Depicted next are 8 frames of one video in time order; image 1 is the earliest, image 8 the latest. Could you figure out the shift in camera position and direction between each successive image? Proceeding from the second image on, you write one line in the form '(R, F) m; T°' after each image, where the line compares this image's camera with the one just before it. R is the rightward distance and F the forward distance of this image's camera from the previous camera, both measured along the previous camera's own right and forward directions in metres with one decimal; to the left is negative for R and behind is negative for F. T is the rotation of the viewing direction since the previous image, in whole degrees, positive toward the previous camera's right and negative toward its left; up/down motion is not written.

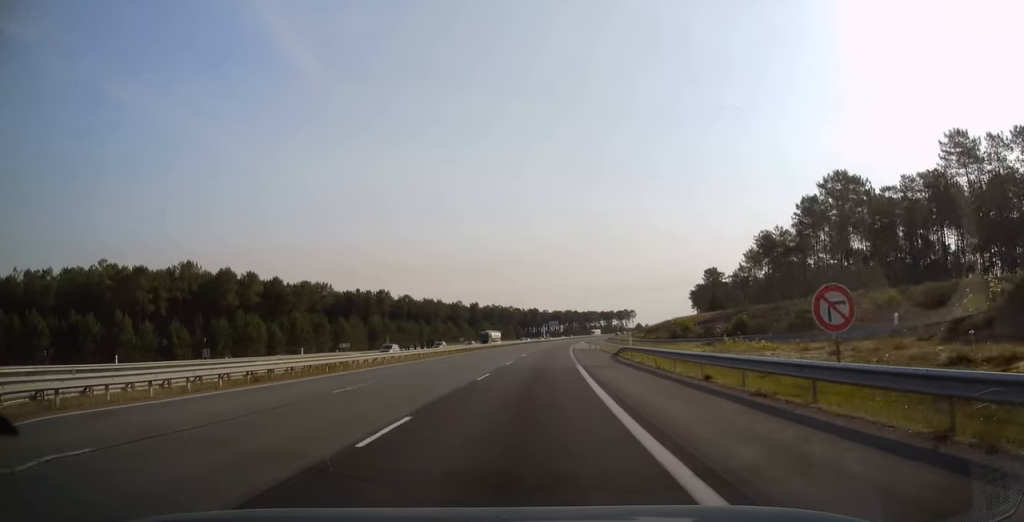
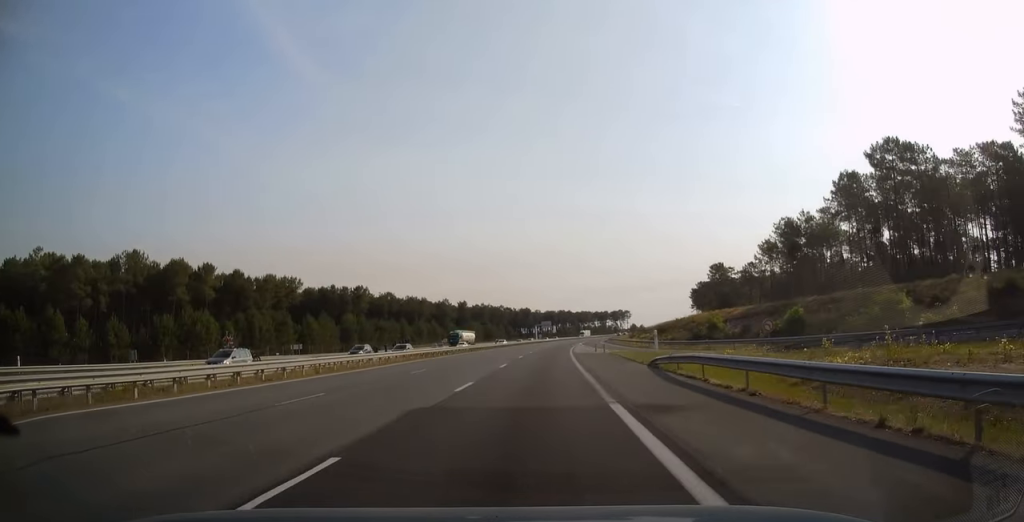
(+0.1, +16.9) m; +1°
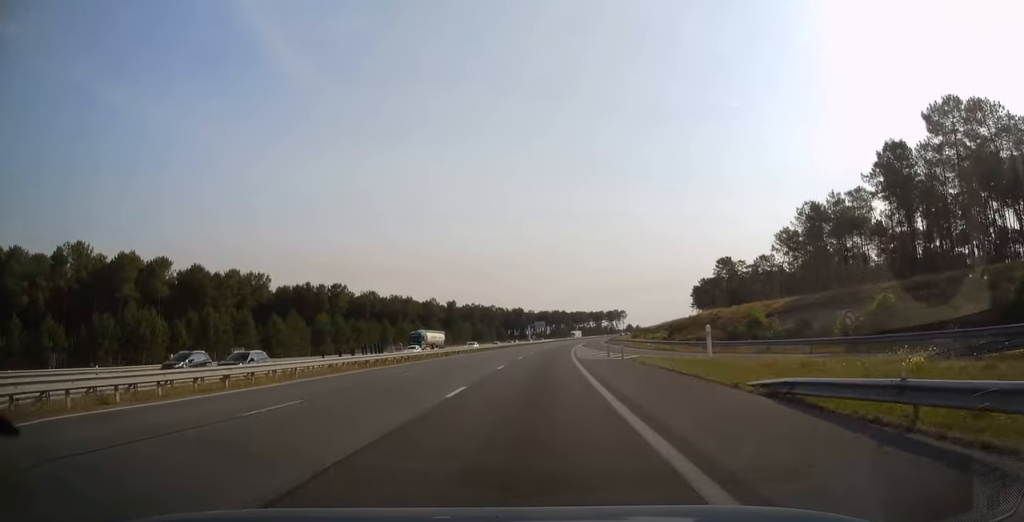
(0.0, +14.9) m; +1°
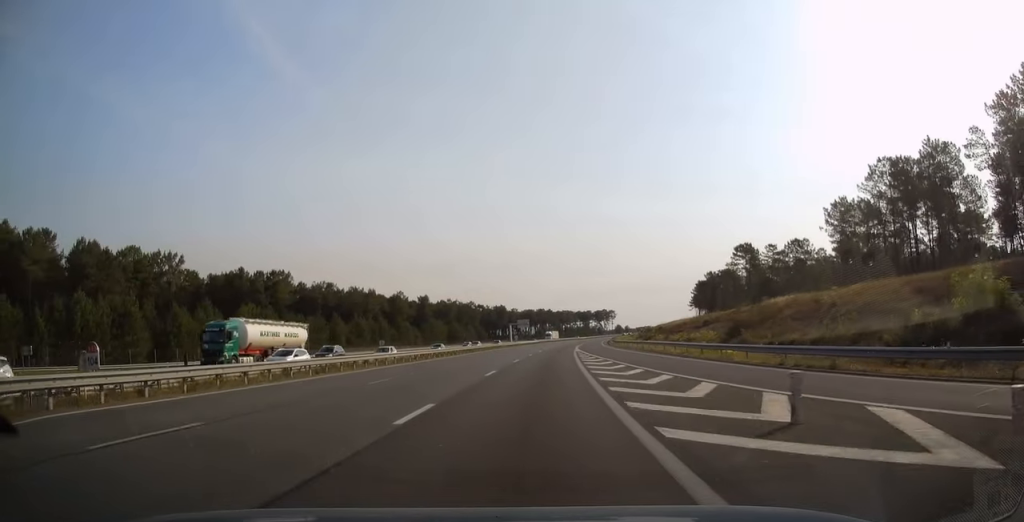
(+0.5, +30.6) m; +2°
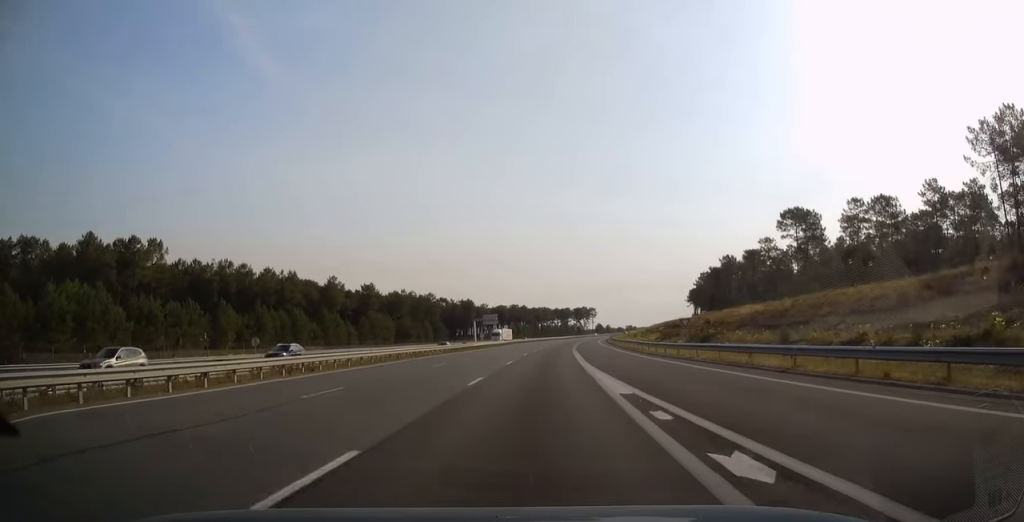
(+0.9, +44.7) m; +2°
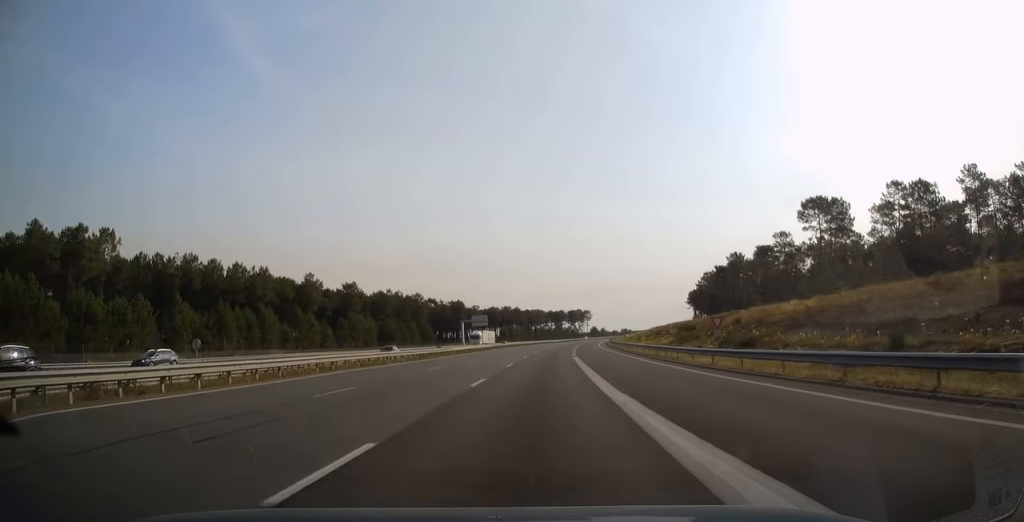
(0.0, +12.3) m; 0°
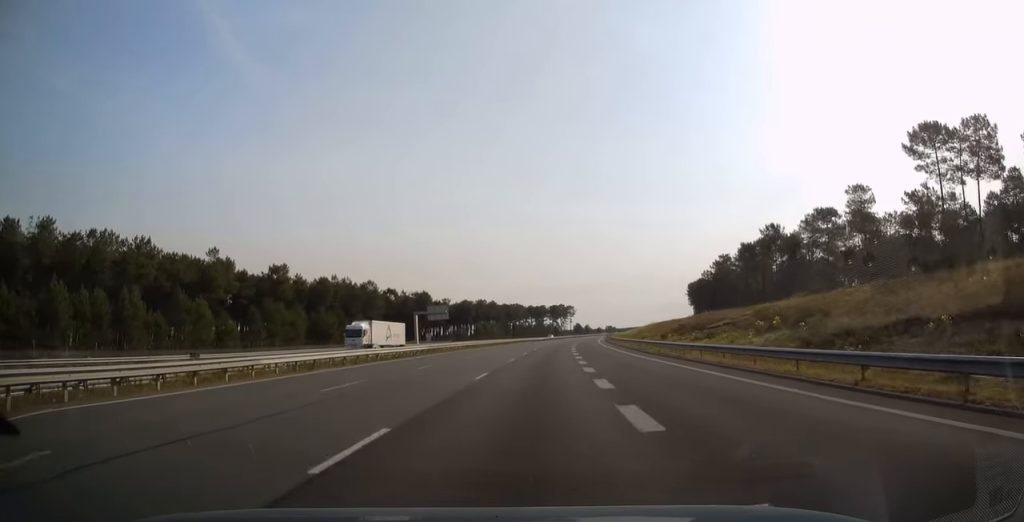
(+0.5, +38.2) m; +2°
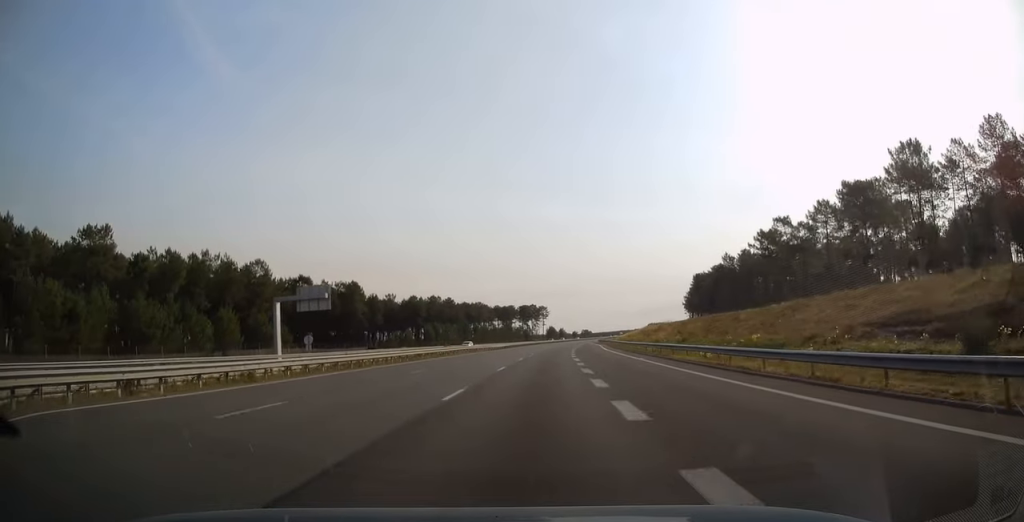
(+1.6, +58.0) m; +3°
